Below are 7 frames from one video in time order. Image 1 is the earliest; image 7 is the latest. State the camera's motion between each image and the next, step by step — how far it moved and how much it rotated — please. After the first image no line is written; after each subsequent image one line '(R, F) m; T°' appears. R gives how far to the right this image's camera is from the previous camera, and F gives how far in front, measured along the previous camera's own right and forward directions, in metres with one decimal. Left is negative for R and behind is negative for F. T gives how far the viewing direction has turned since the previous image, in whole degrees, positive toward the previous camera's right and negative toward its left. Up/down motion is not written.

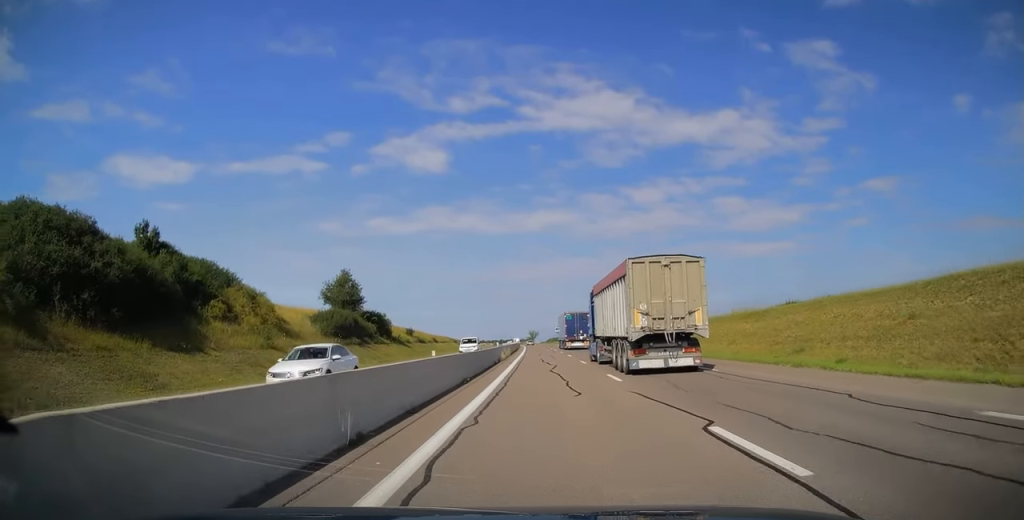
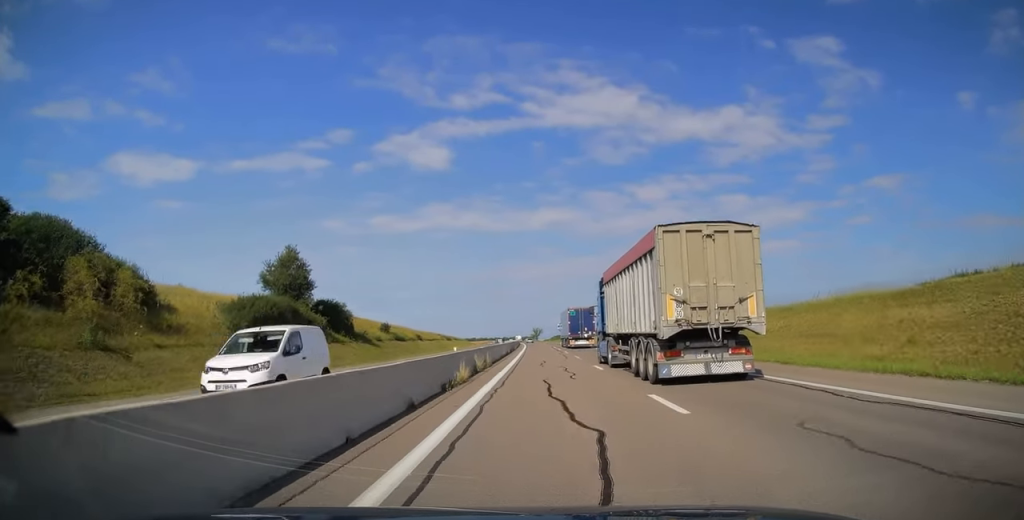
(0.0, +21.6) m; -1°
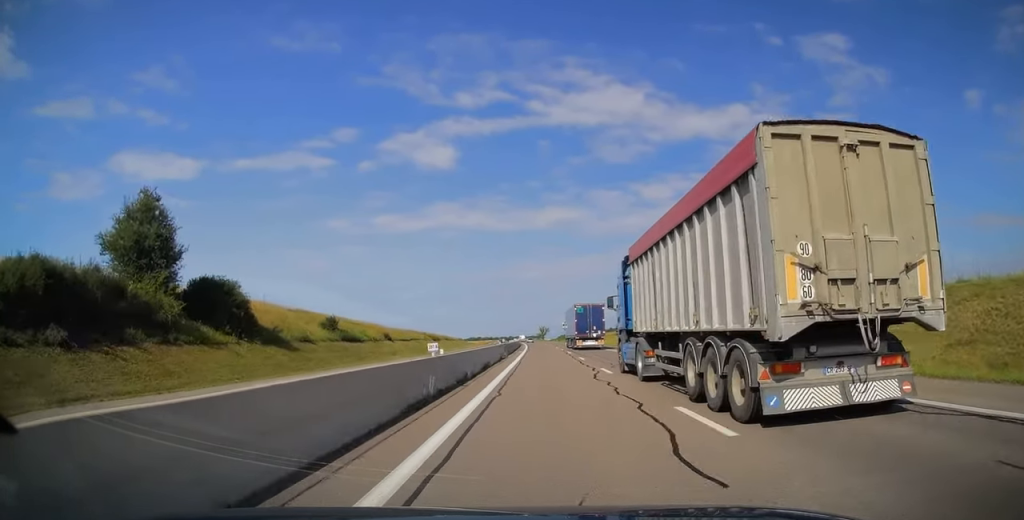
(-0.3, +28.1) m; -1°
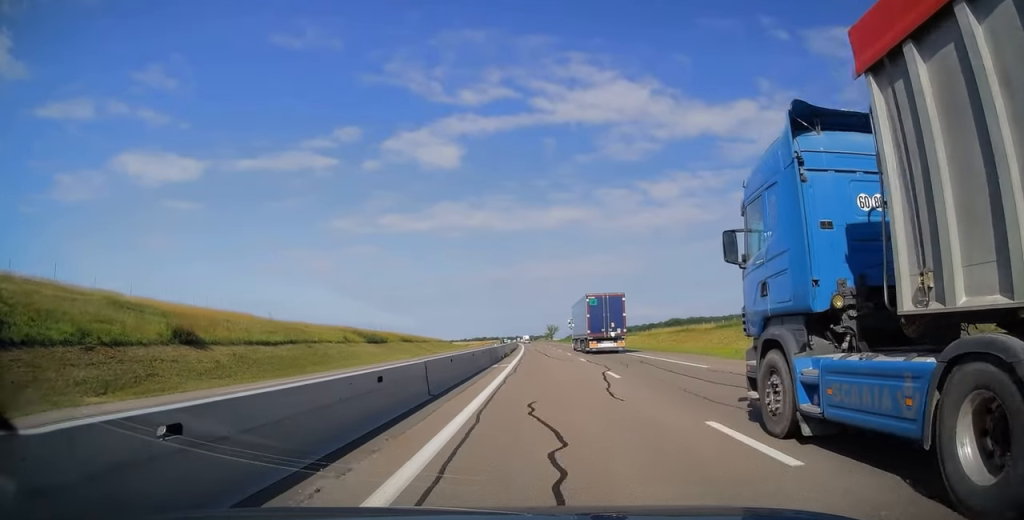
(-0.4, +52.6) m; -1°
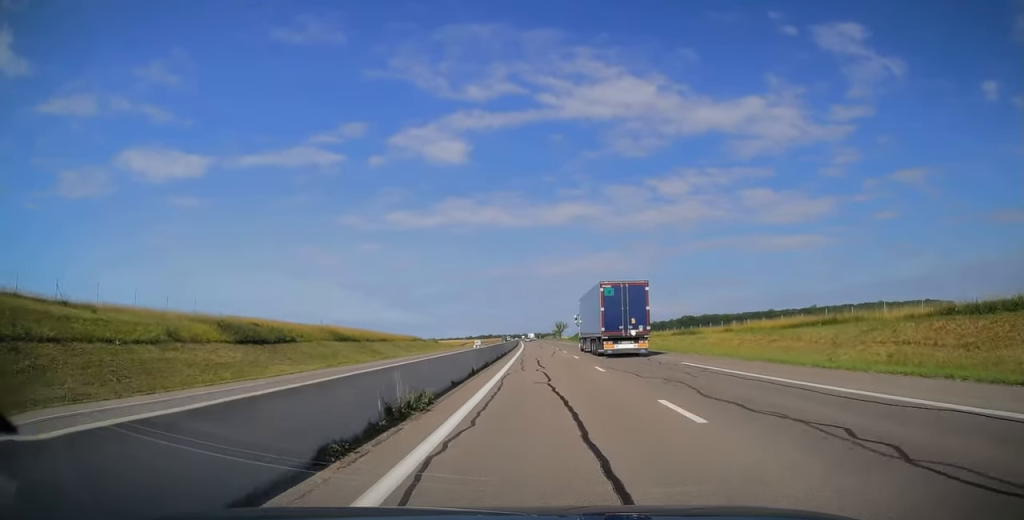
(-0.4, +33.3) m; -1°
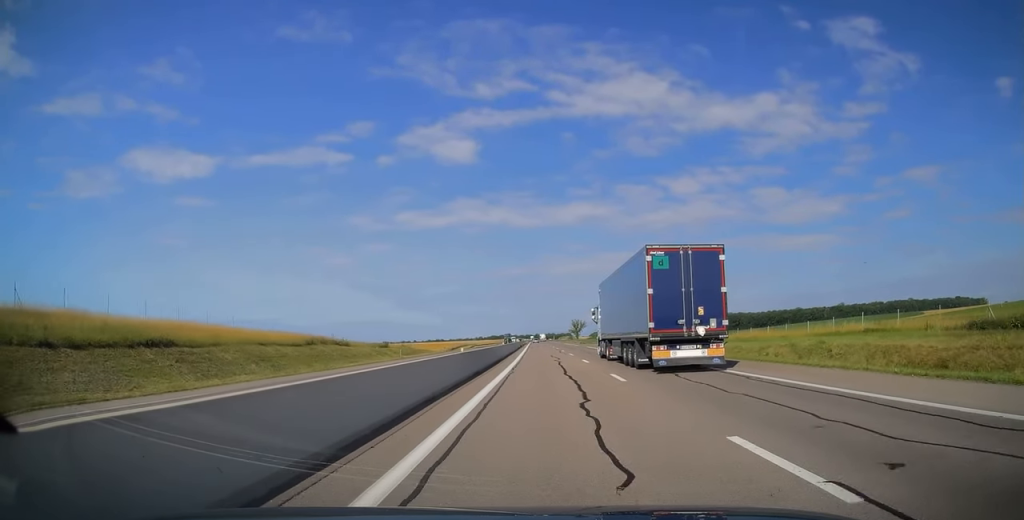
(-0.3, +54.5) m; -1°
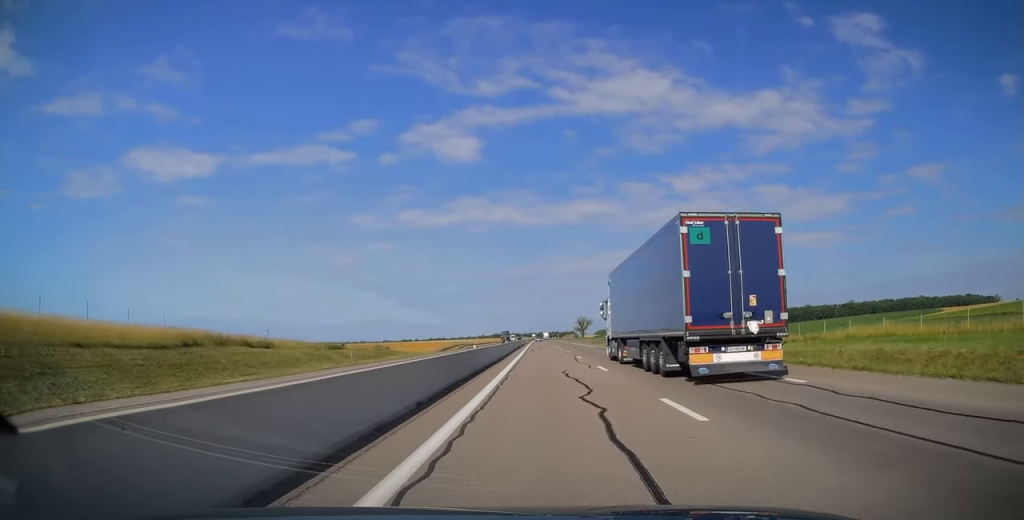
(0.0, +22.8) m; 0°
